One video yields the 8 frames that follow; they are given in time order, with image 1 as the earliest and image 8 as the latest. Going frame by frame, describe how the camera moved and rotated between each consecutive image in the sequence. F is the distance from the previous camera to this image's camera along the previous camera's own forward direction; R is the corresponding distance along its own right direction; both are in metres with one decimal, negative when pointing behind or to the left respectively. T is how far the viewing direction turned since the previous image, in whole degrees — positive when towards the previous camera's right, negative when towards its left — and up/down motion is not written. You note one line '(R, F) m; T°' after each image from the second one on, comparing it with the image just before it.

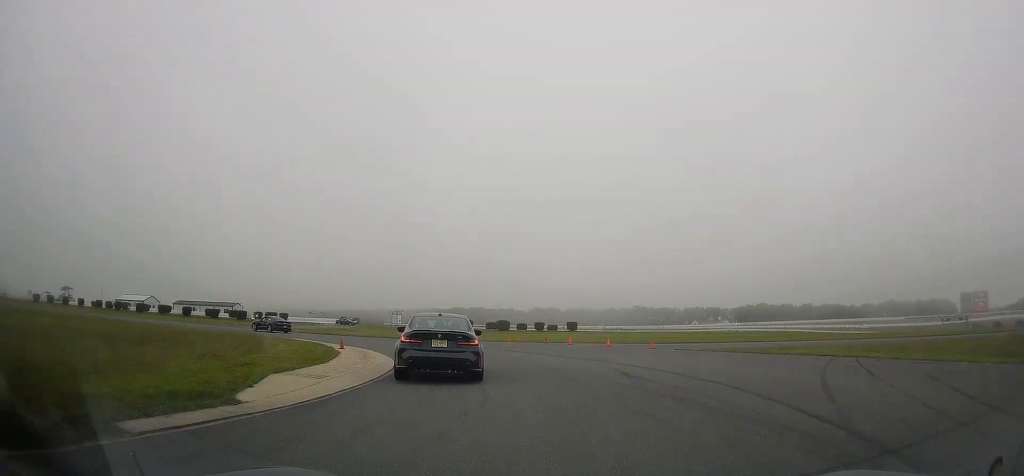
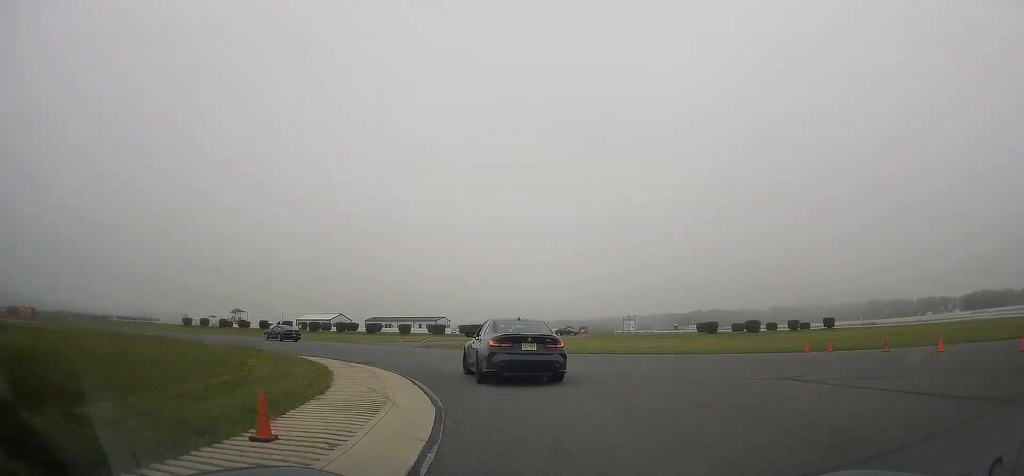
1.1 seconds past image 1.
(-2.7, +19.0) m; -19°
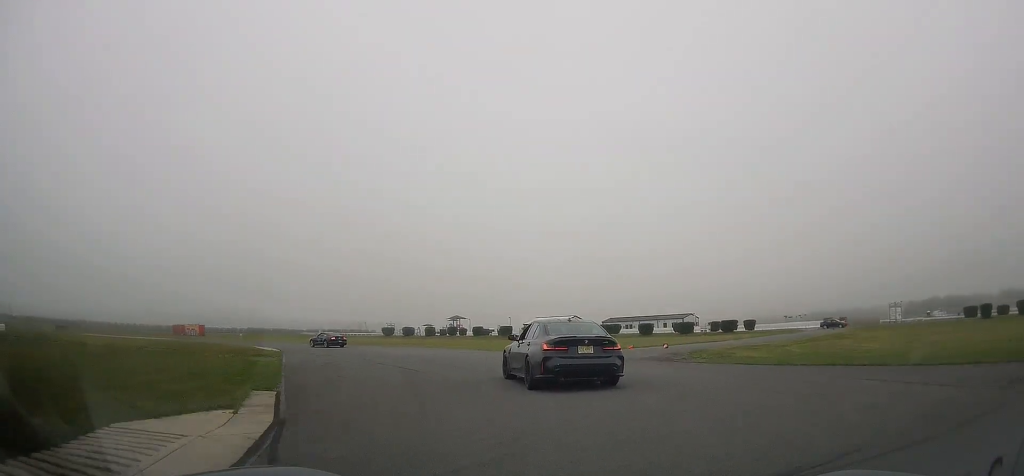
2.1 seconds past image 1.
(-2.9, +18.0) m; -19°
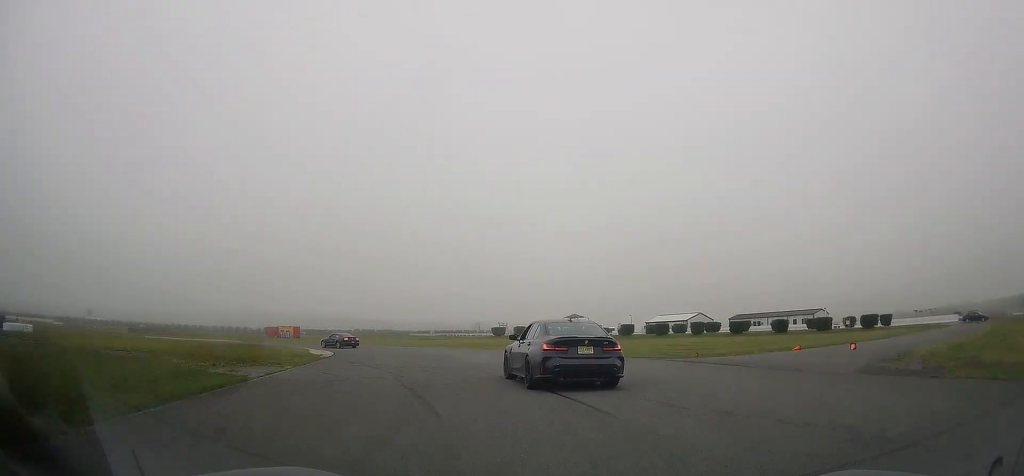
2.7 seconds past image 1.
(-1.7, +10.7) m; -14°
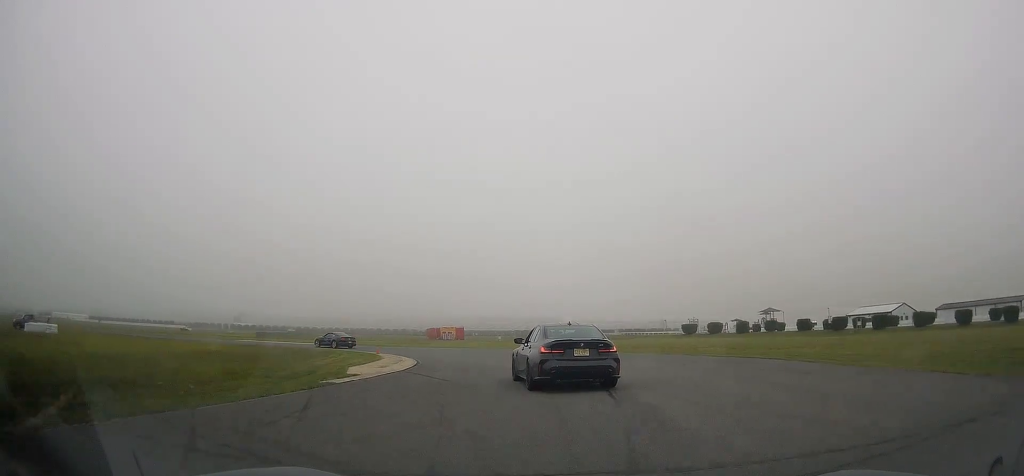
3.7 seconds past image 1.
(-3.8, +17.8) m; -21°
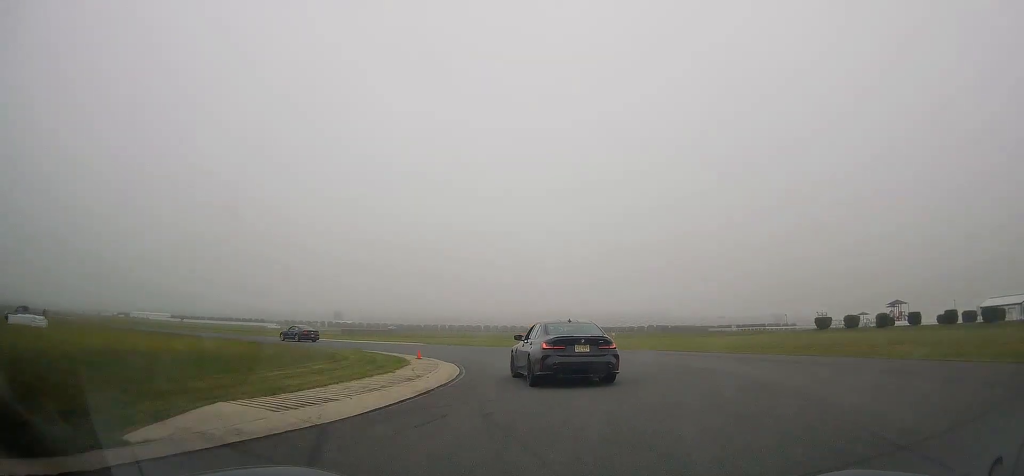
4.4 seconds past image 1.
(-1.7, +13.4) m; -13°
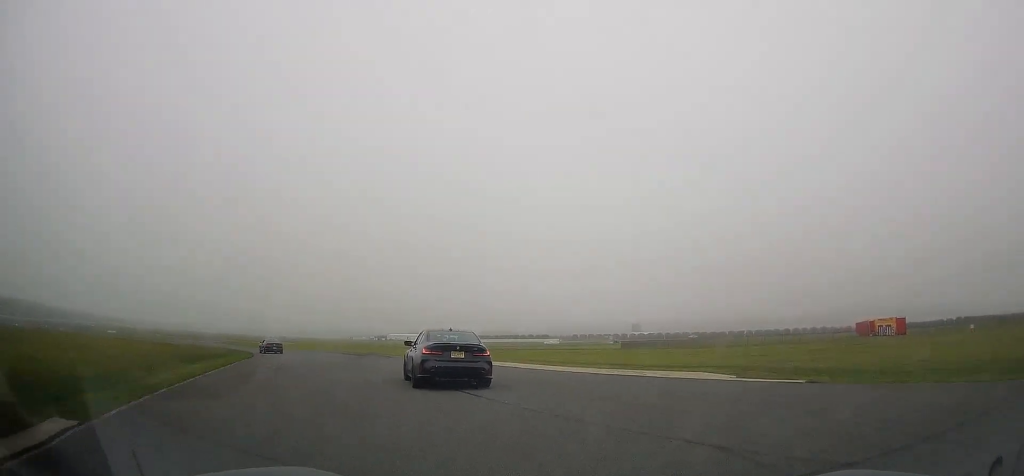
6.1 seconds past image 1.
(-7.0, +32.6) m; -29°
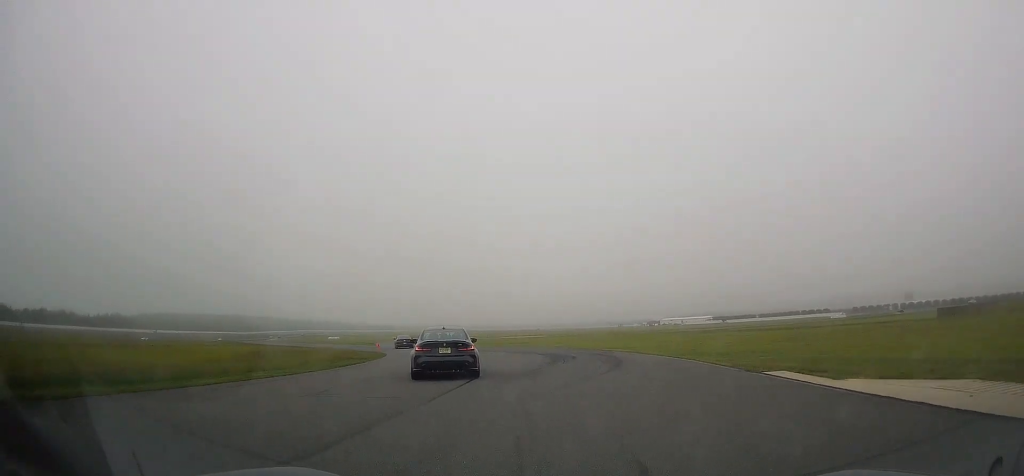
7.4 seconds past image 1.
(-6.6, +26.6) m; -25°
